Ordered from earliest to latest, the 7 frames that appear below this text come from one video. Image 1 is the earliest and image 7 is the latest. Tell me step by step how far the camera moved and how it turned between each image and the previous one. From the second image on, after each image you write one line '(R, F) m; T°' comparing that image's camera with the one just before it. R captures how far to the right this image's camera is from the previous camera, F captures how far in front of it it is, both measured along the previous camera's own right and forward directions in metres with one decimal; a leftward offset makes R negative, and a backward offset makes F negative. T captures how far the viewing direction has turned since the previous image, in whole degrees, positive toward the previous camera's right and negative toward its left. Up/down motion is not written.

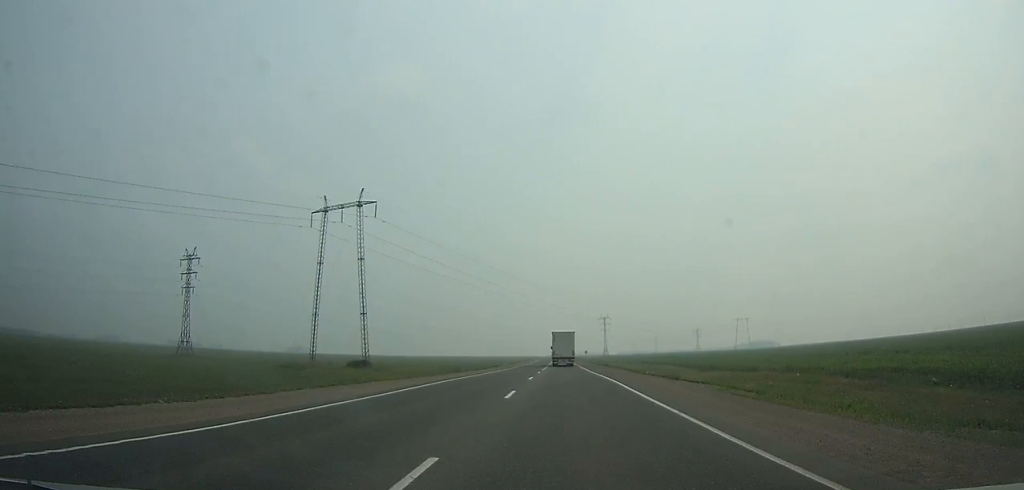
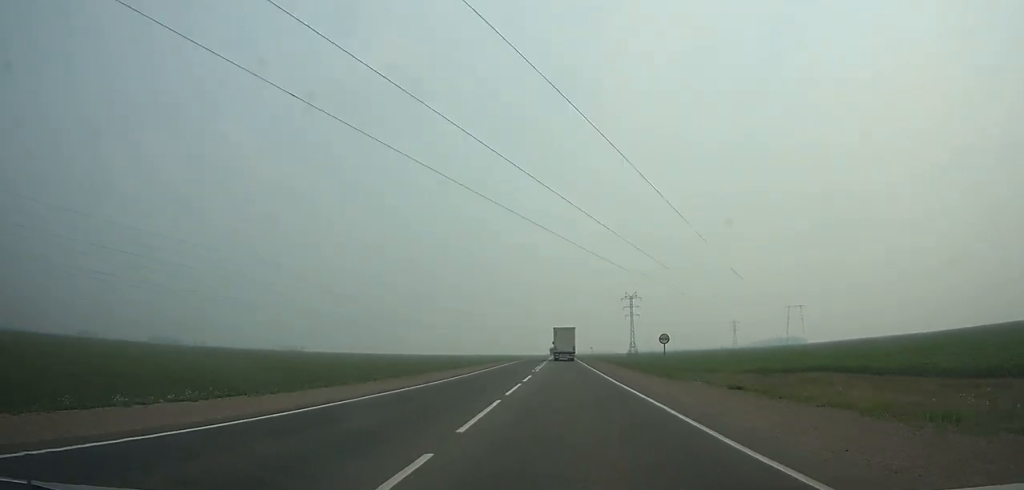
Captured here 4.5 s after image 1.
(+0.1, +110.3) m; 0°
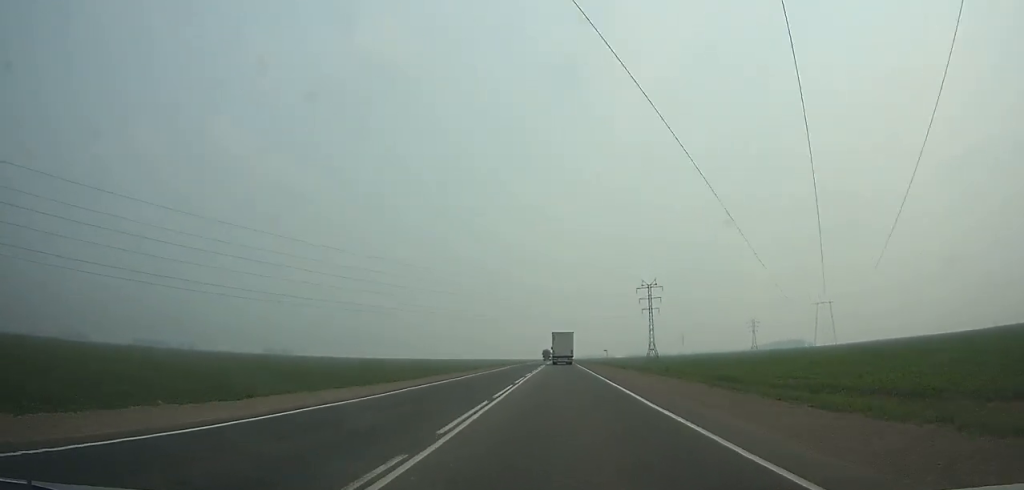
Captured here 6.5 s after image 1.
(0.0, +49.0) m; 0°
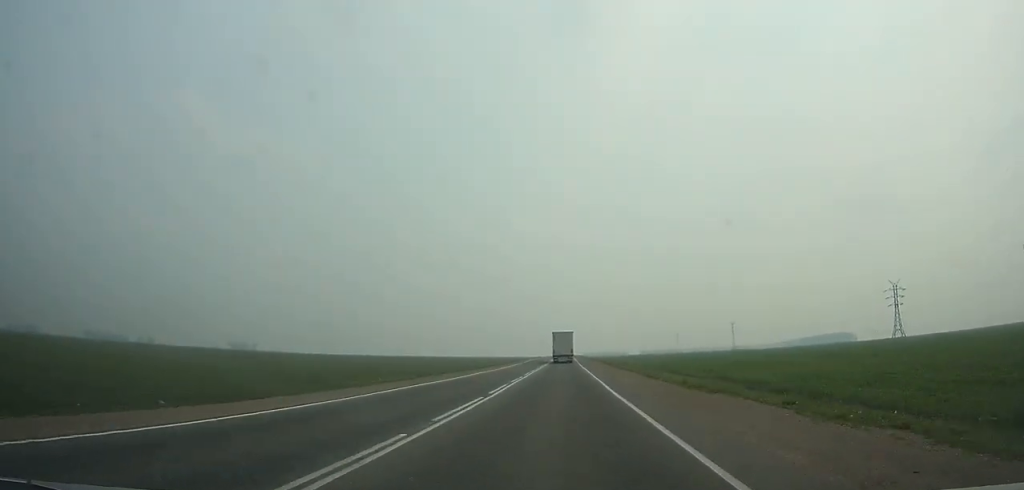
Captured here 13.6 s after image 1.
(-0.2, +173.2) m; 0°
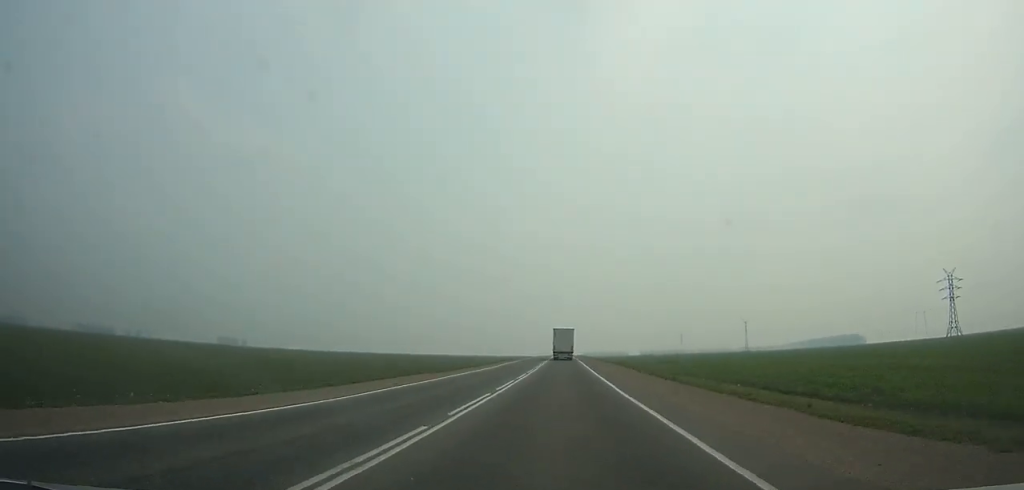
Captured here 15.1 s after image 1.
(0.0, +36.0) m; 0°
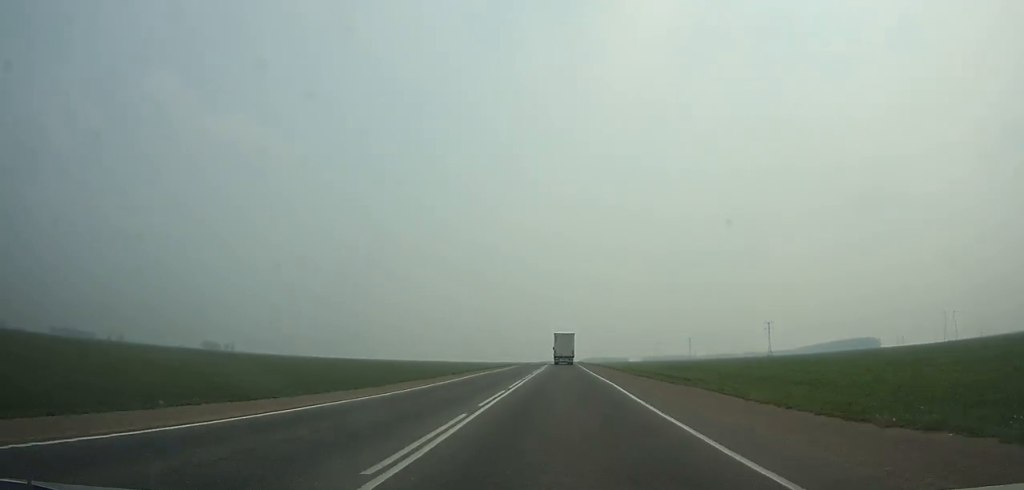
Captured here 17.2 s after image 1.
(0.0, +50.8) m; 0°
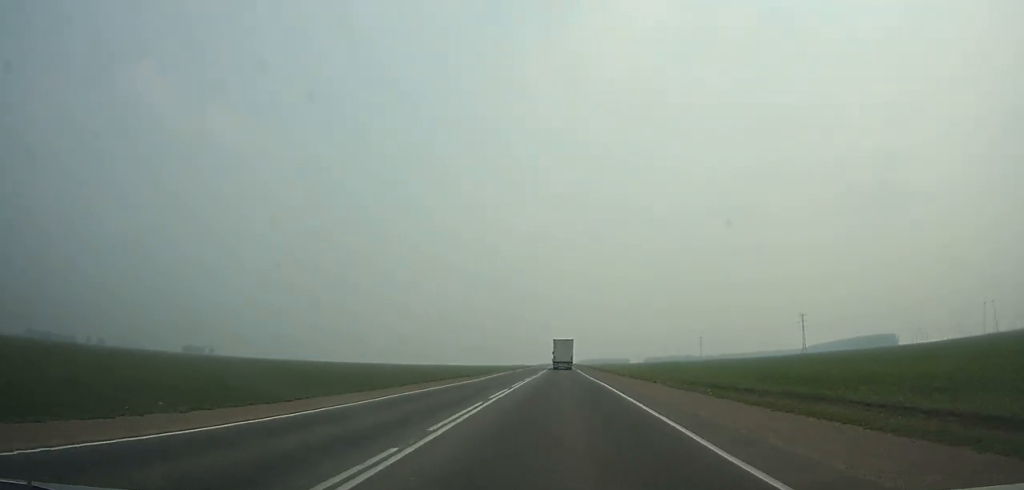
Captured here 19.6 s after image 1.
(0.0, +59.1) m; 0°
